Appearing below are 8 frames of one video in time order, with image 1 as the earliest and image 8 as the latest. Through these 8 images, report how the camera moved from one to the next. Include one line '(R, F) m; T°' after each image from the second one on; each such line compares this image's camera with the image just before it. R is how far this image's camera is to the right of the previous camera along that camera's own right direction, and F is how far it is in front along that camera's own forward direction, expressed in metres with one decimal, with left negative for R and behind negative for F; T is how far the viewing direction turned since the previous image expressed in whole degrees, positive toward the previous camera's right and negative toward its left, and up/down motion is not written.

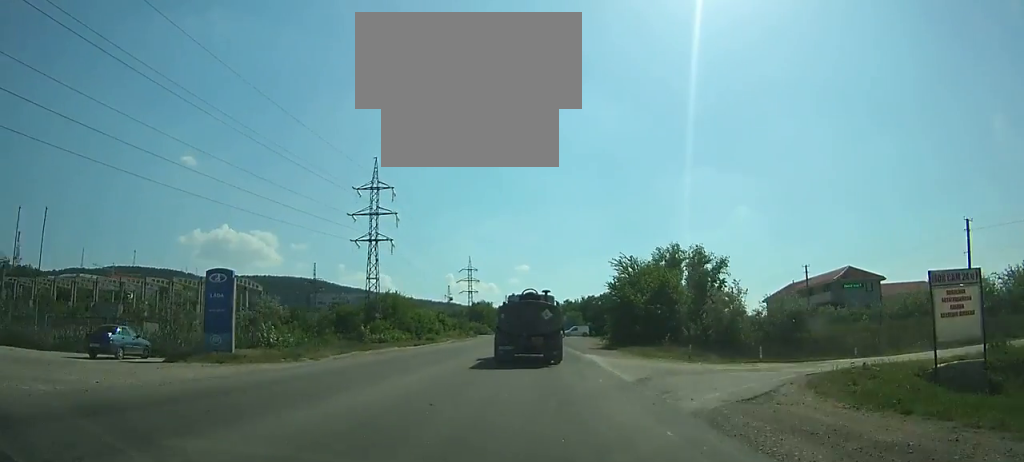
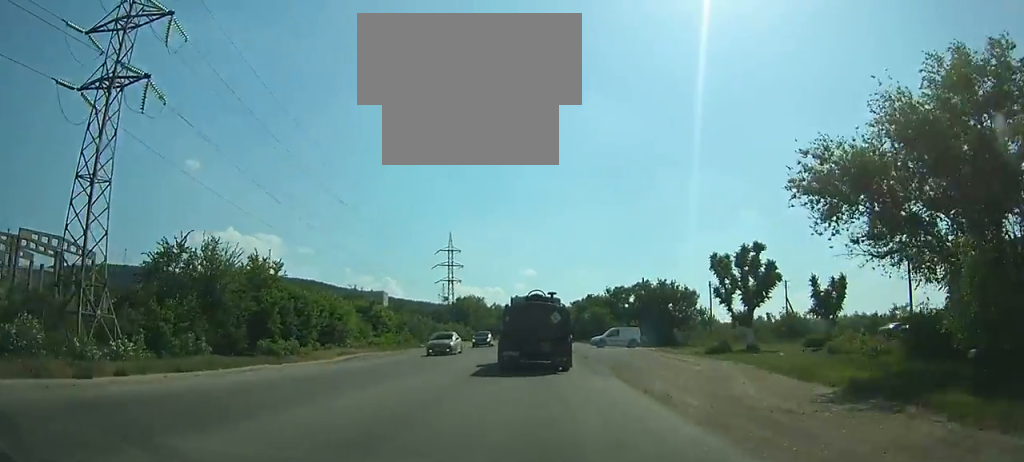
(-0.5, +45.9) m; -1°
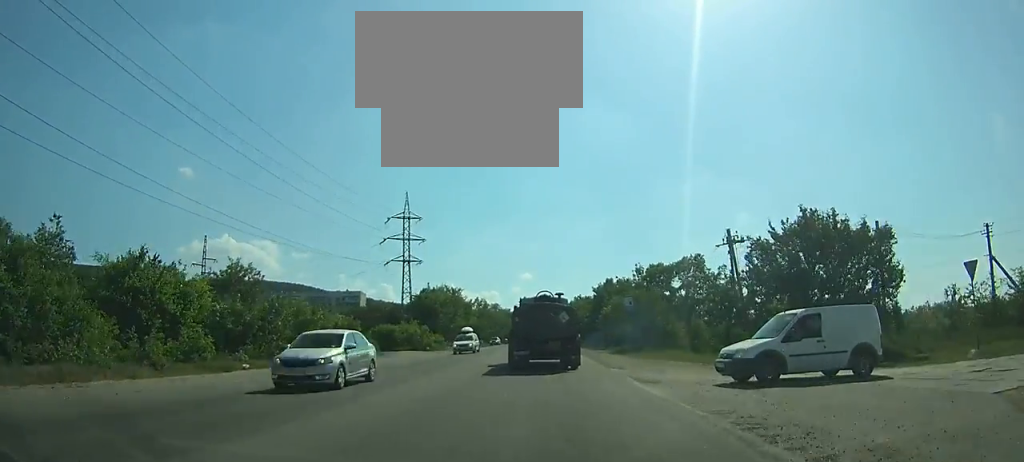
(+0.3, +36.3) m; +1°
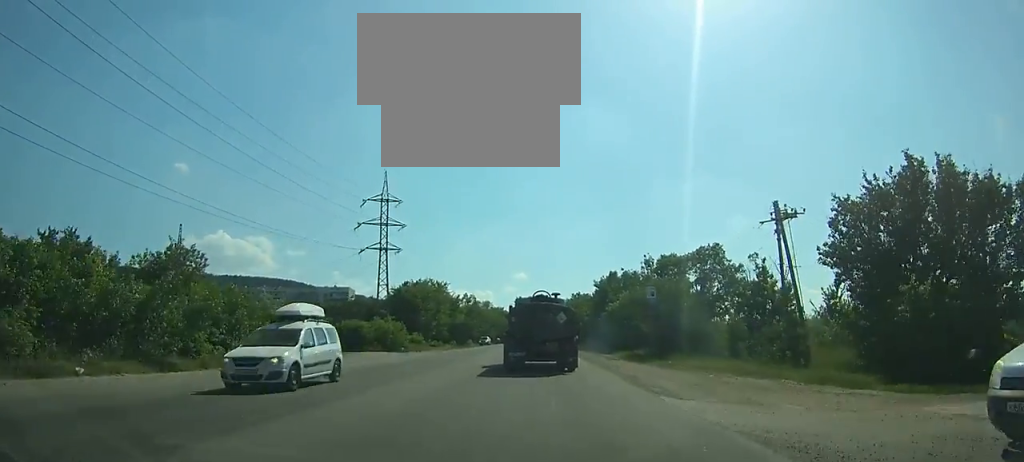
(+0.1, +8.4) m; 0°
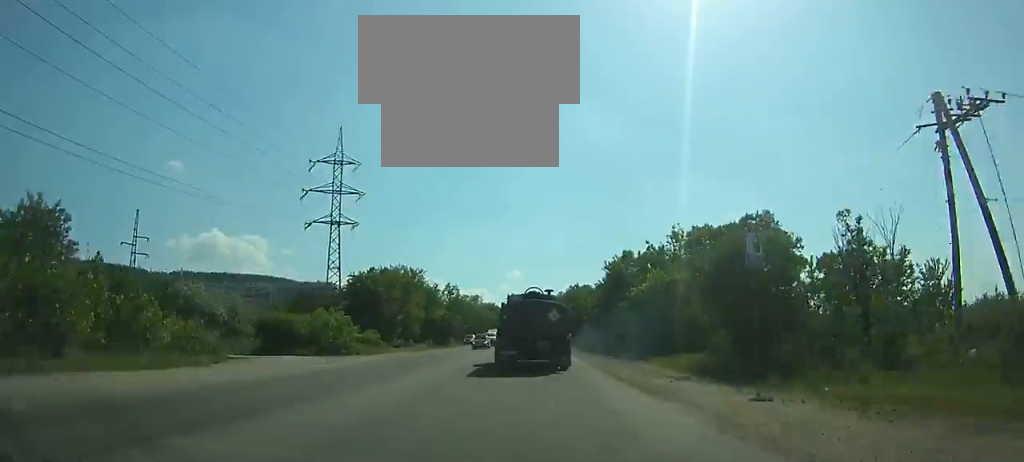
(0.0, +13.7) m; 0°
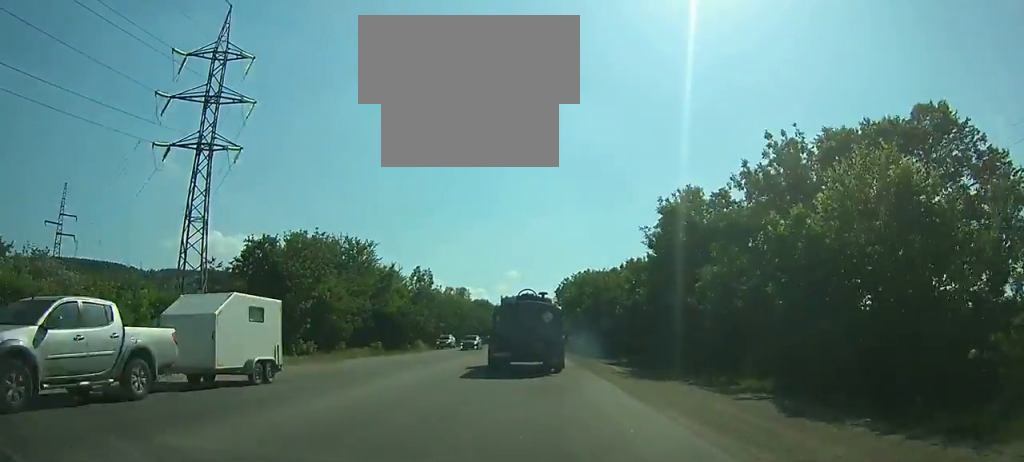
(+0.1, +22.4) m; 0°
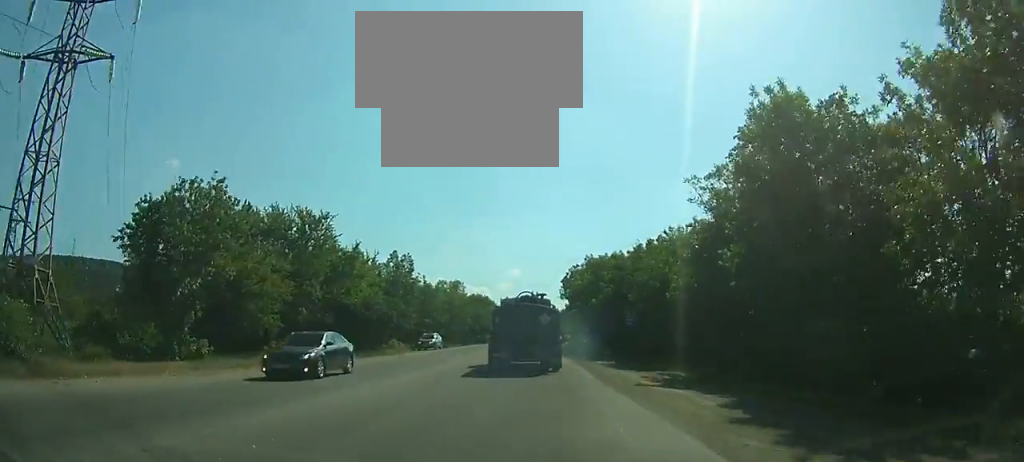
(0.0, +12.6) m; 0°
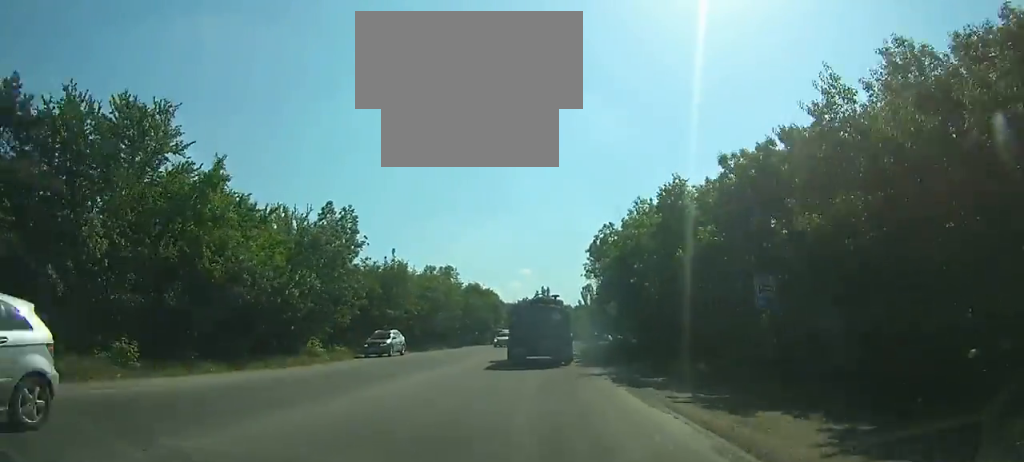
(+0.1, +21.8) m; +1°
